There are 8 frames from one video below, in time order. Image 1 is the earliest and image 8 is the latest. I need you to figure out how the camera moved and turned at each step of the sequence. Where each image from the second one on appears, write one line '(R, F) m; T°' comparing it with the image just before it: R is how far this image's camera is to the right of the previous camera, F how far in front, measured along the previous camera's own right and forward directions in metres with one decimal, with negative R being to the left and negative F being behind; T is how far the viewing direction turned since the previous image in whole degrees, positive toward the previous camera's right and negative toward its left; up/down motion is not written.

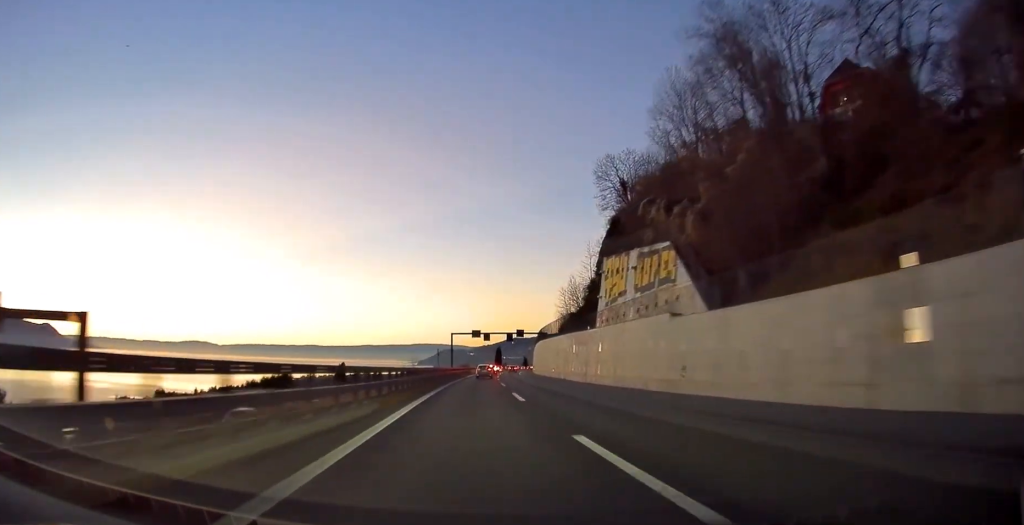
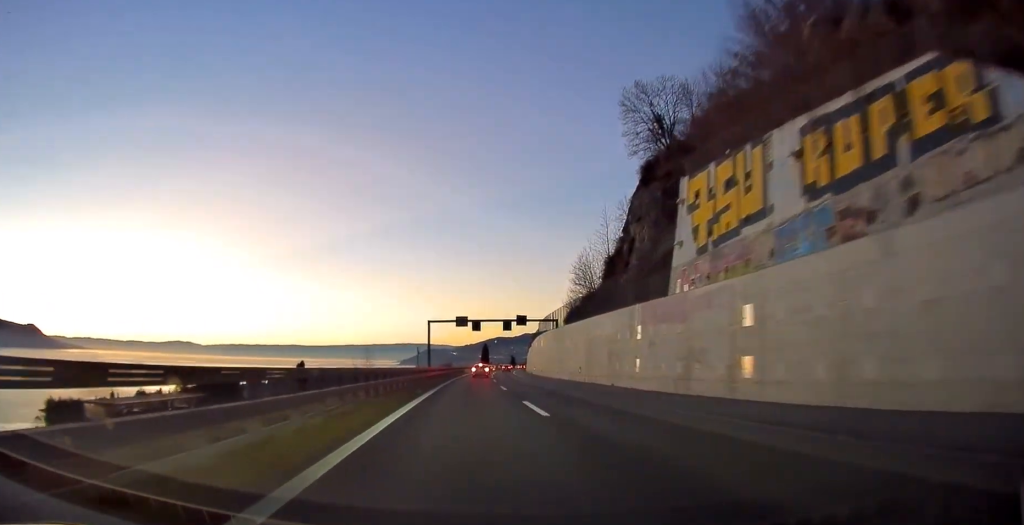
(-0.2, +25.4) m; 0°
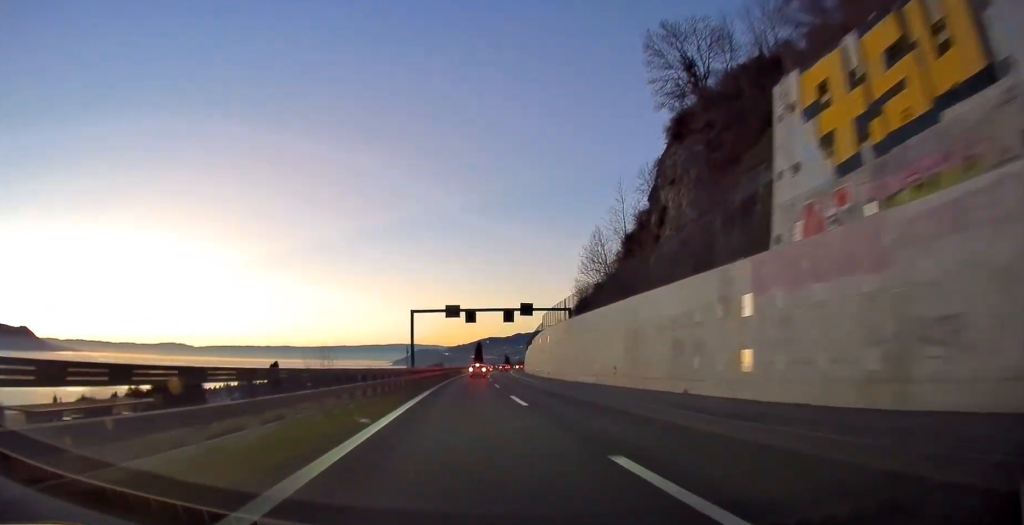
(+0.2, +13.2) m; +1°
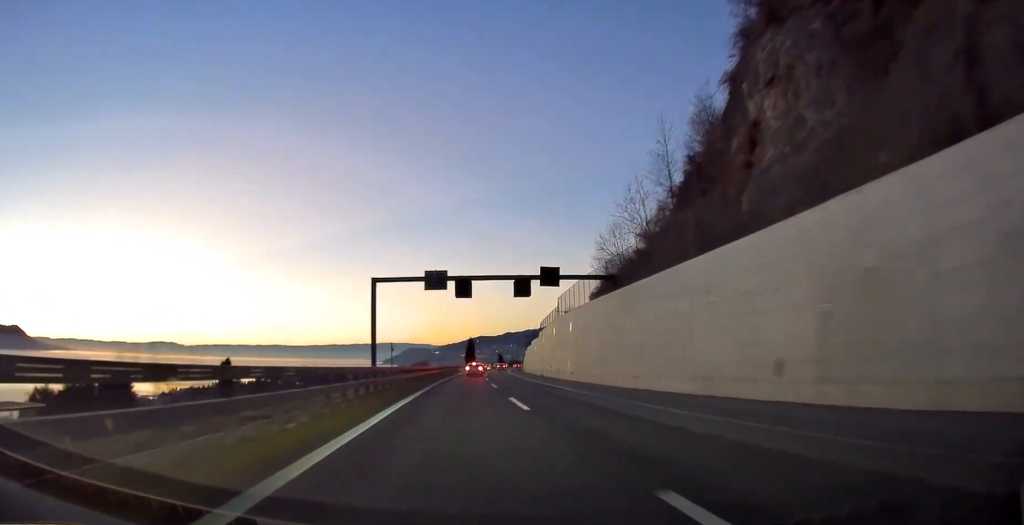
(+0.1, +20.7) m; +1°
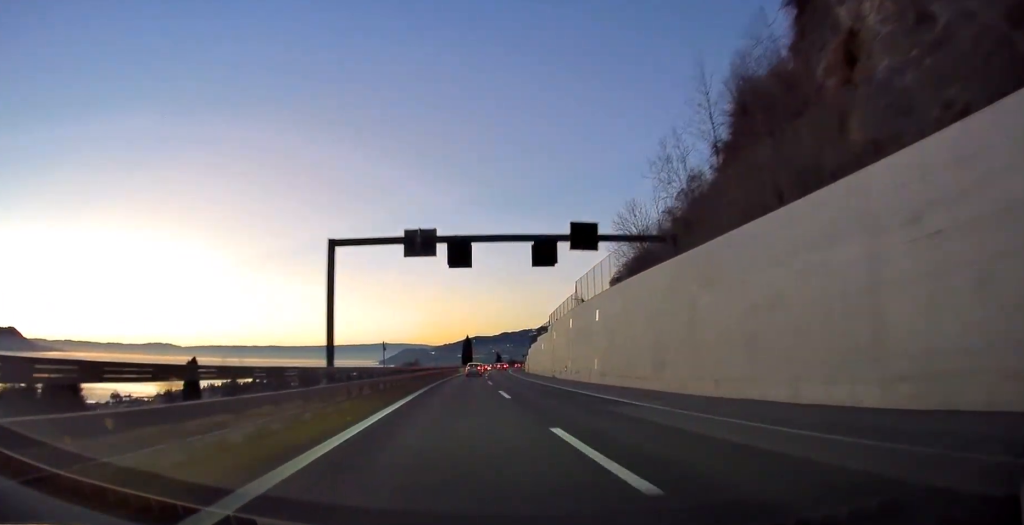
(-0.1, +11.3) m; 0°
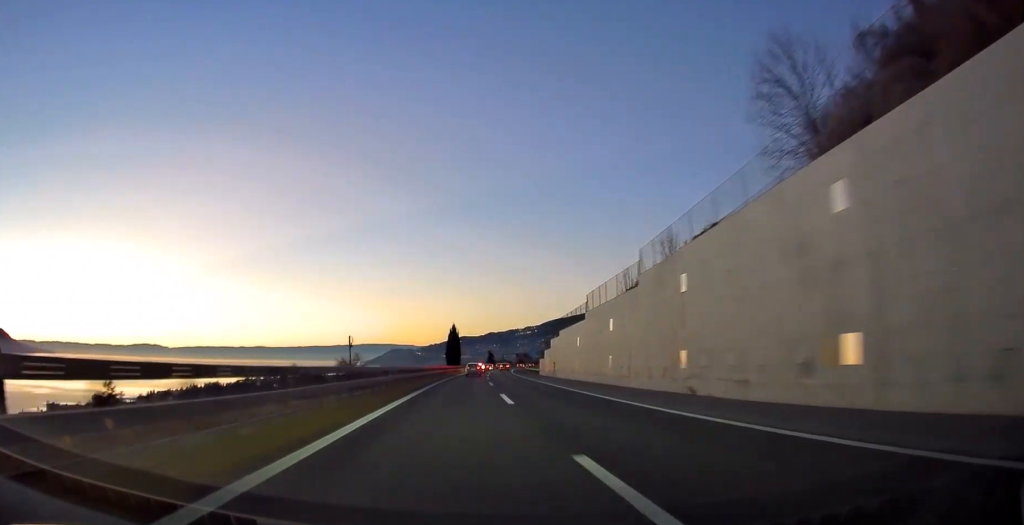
(+0.9, +40.5) m; +3°
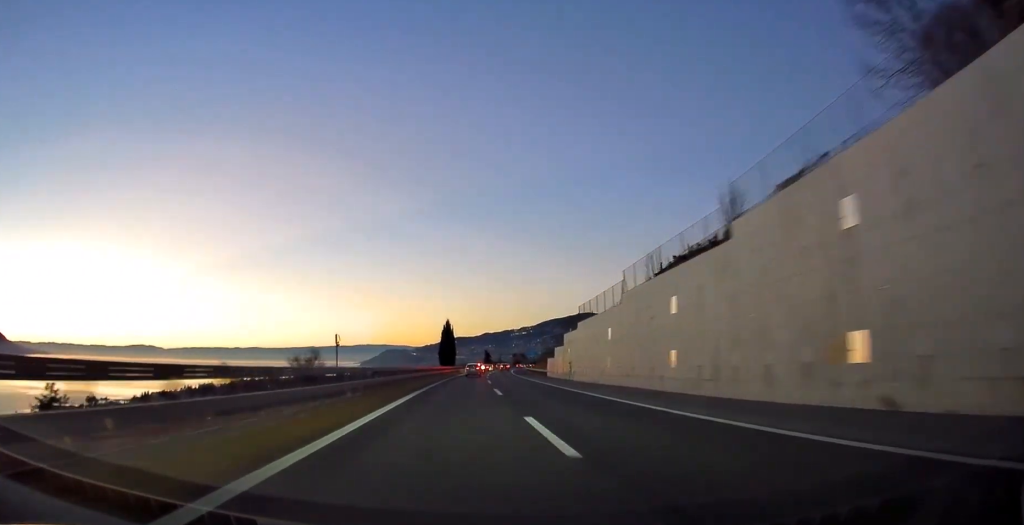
(+0.1, +11.3) m; +1°
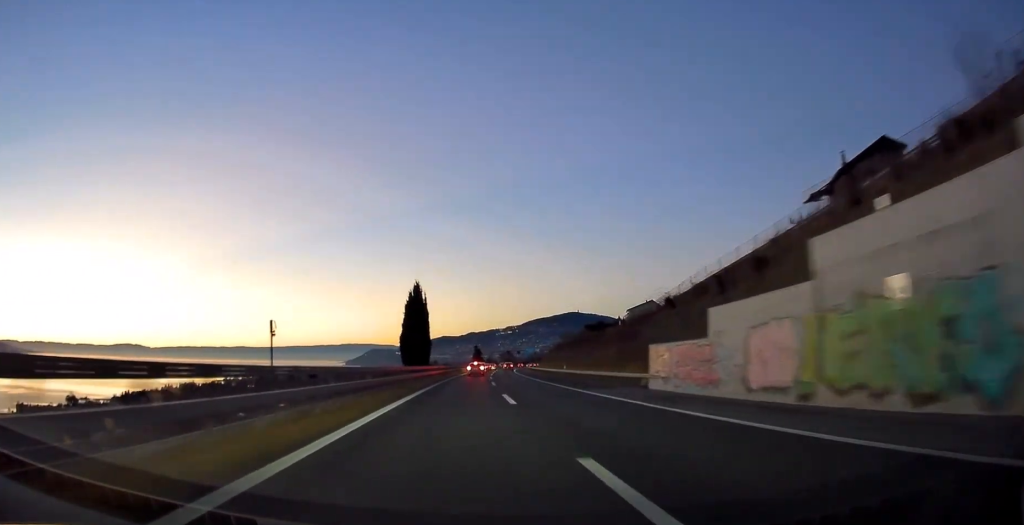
(+0.7, +42.5) m; +1°
